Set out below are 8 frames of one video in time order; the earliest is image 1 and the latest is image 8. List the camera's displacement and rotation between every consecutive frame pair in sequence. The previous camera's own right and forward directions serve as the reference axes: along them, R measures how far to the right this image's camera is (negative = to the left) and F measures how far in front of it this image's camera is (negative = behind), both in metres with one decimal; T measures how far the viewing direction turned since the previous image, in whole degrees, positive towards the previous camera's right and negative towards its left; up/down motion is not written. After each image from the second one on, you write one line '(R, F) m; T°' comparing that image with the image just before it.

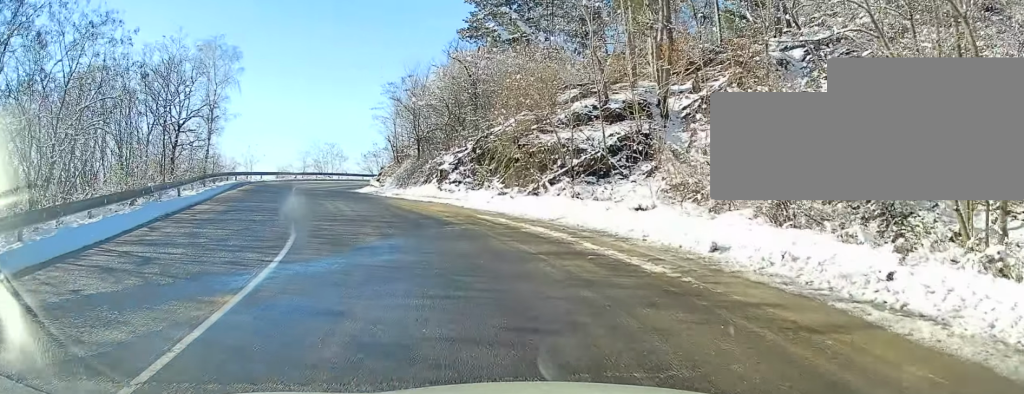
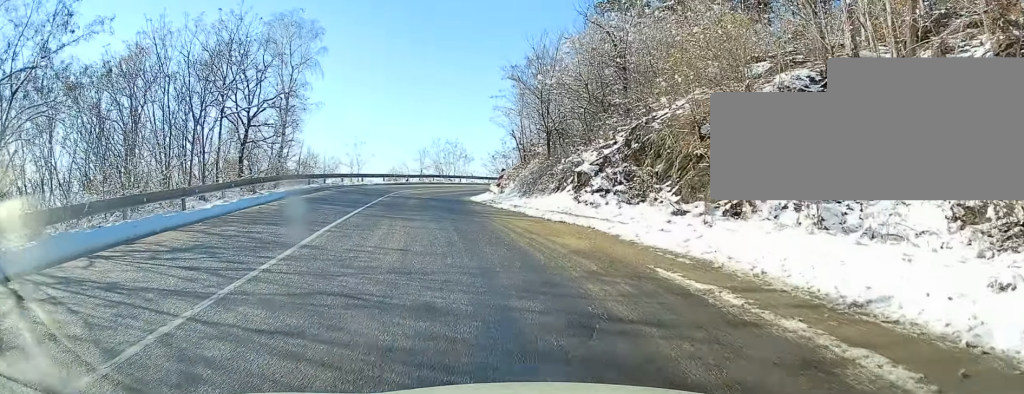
(0.0, +10.1) m; -5°
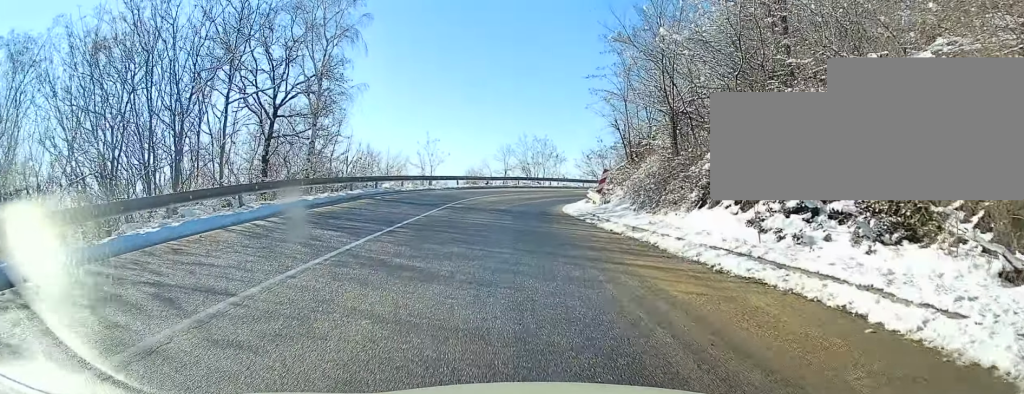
(-0.4, +9.1) m; -6°
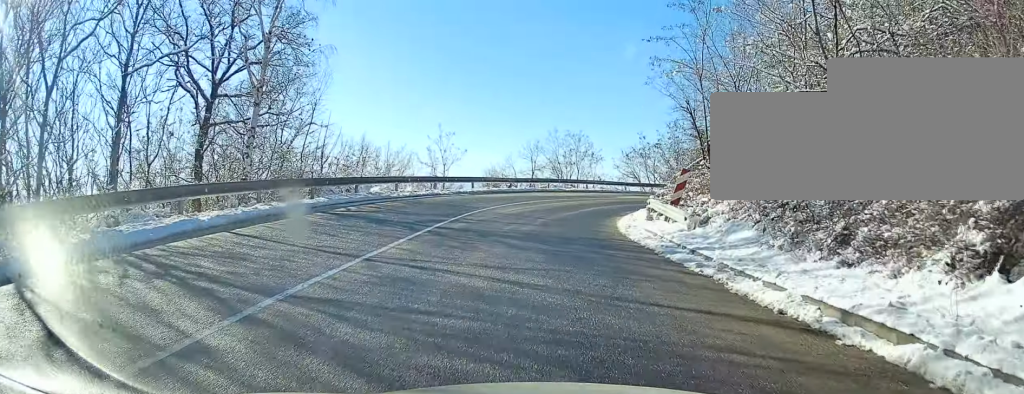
(-0.7, +9.1) m; -5°
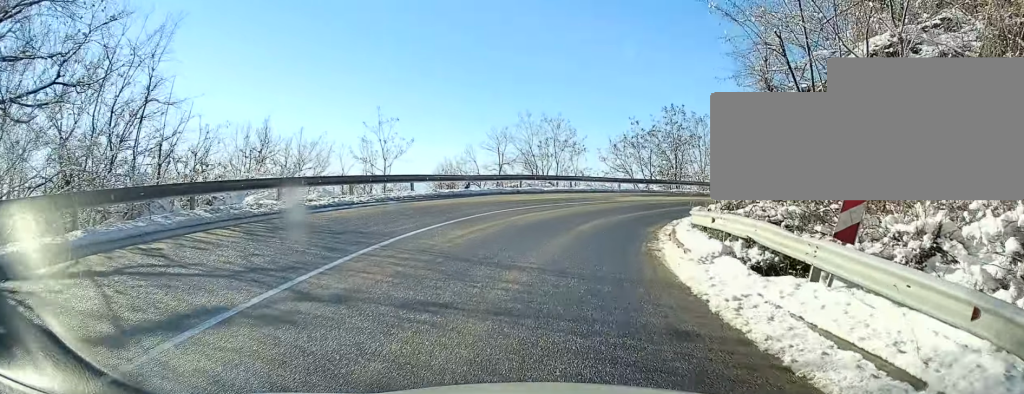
(-0.2, +10.5) m; +3°
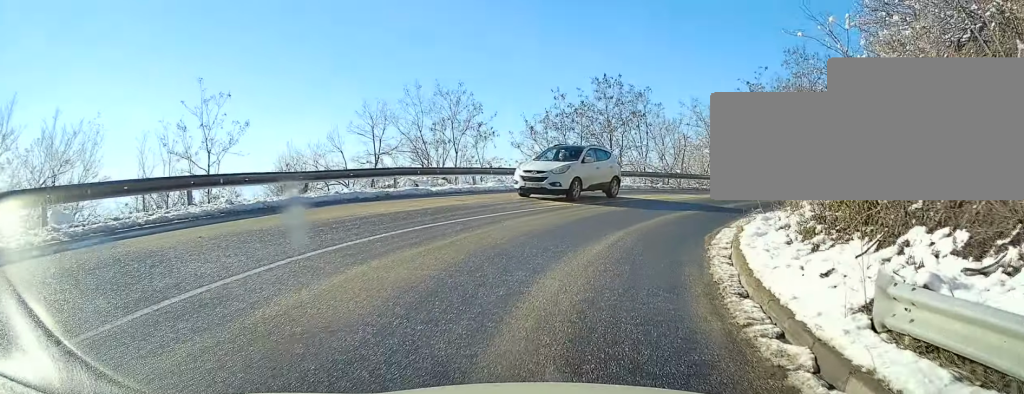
(+0.8, +10.9) m; +7°
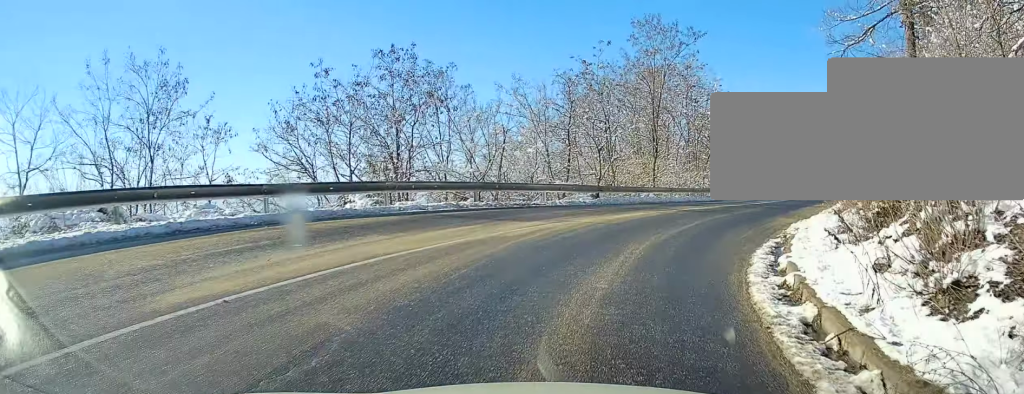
(+0.8, +11.5) m; +12°
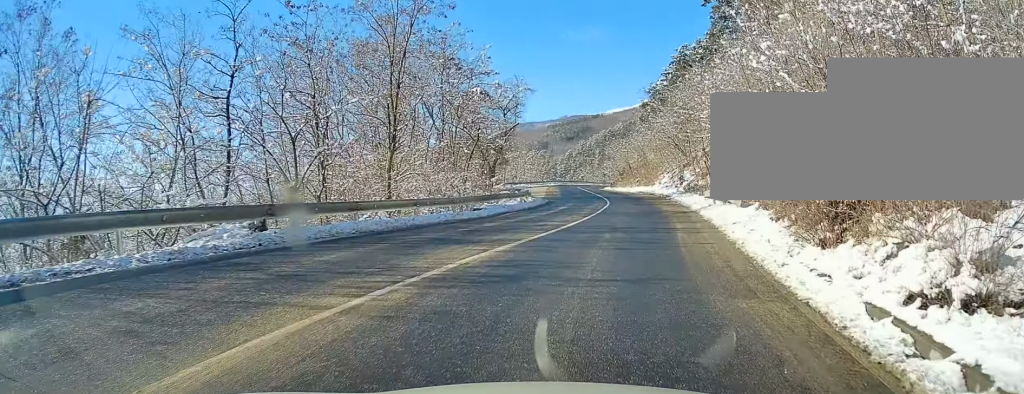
(+2.3, +13.6) m; +17°
